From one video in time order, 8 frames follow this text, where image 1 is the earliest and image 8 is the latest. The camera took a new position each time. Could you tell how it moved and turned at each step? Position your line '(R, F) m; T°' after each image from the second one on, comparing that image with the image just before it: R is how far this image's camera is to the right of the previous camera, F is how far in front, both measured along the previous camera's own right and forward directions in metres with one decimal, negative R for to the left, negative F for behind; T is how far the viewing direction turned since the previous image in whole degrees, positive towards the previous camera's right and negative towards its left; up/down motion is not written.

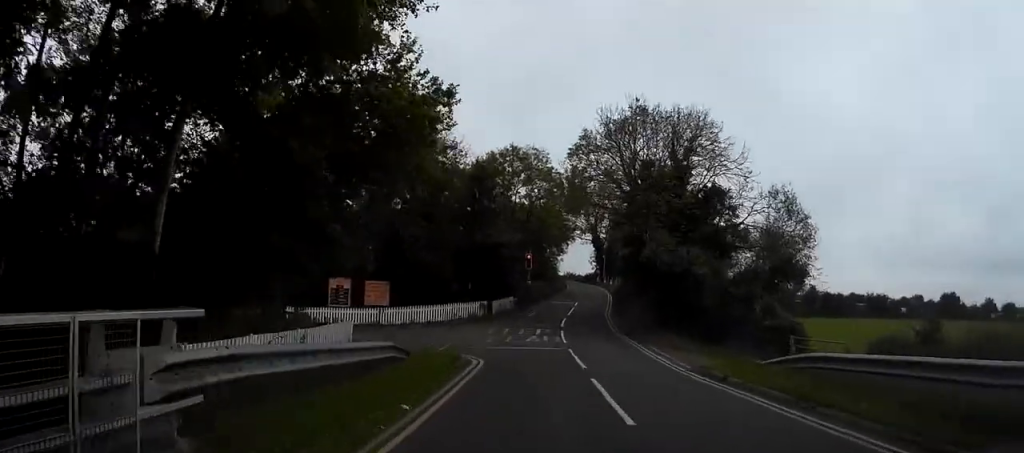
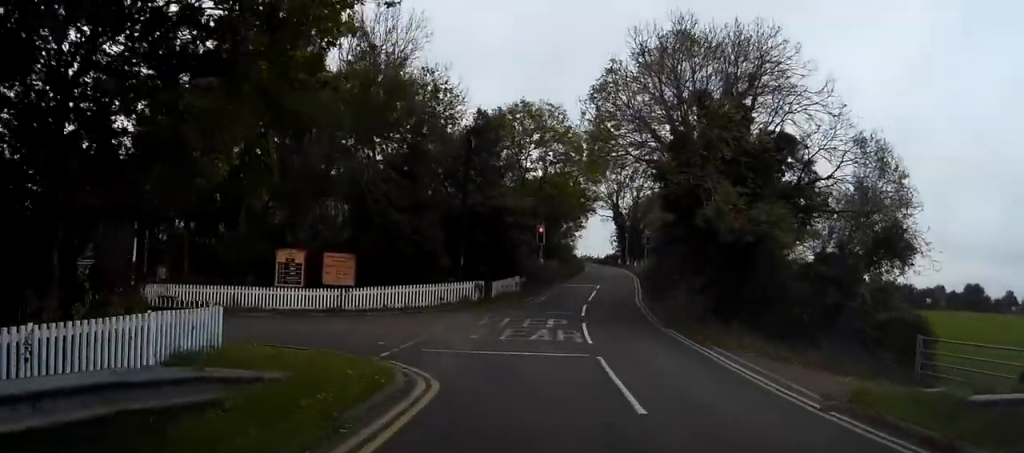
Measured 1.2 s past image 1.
(-0.2, +10.0) m; -4°
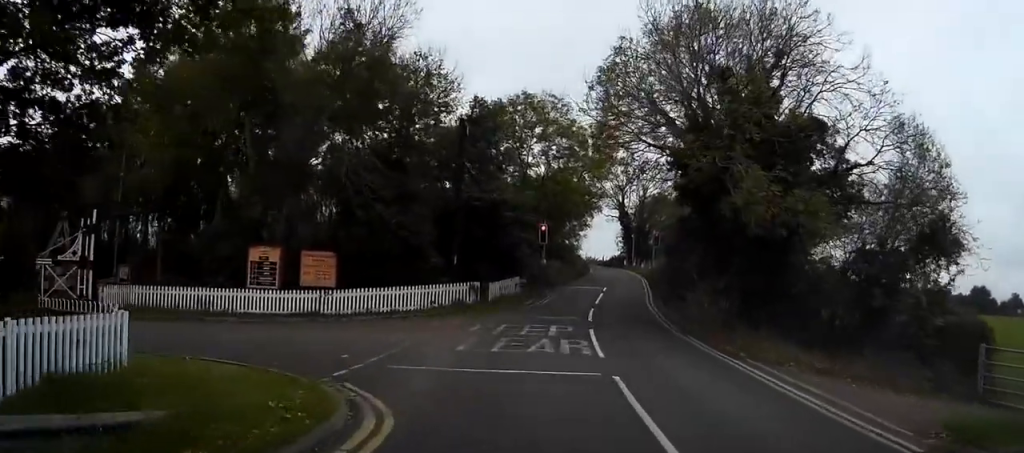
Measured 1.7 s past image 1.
(-0.2, +3.2) m; -5°
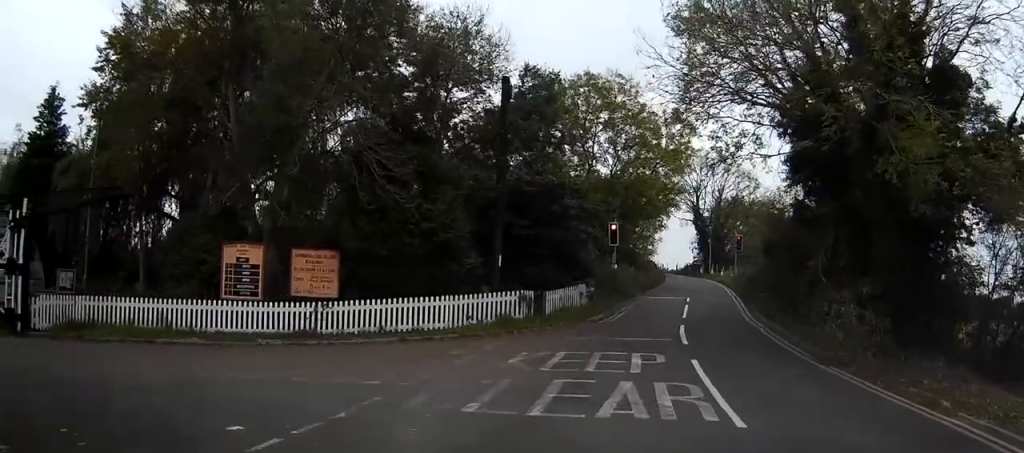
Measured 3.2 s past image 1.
(-1.0, +7.8) m; -13°
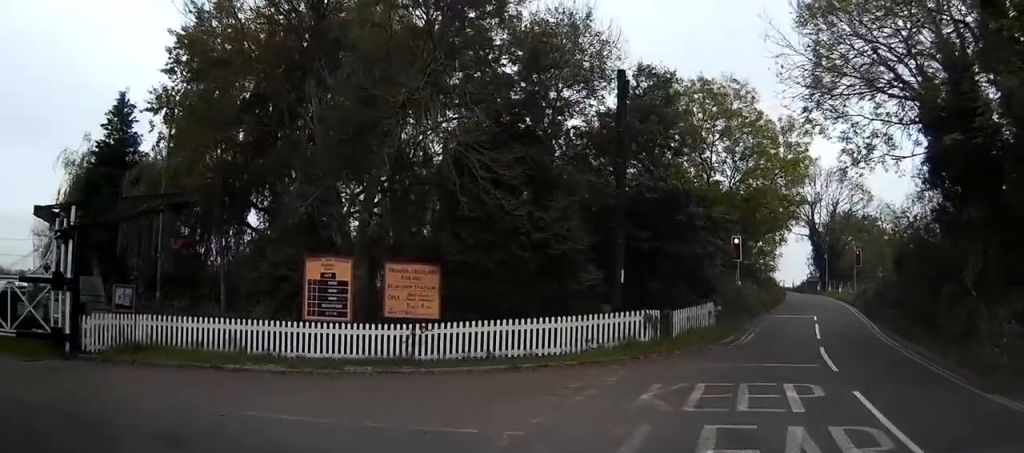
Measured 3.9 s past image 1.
(0.0, +2.5) m; -12°
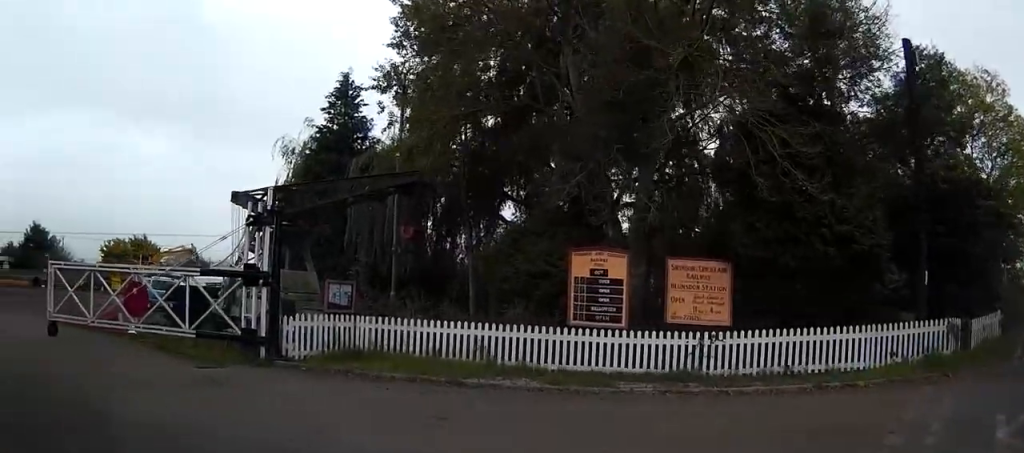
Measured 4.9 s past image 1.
(-0.7, +2.9) m; -18°
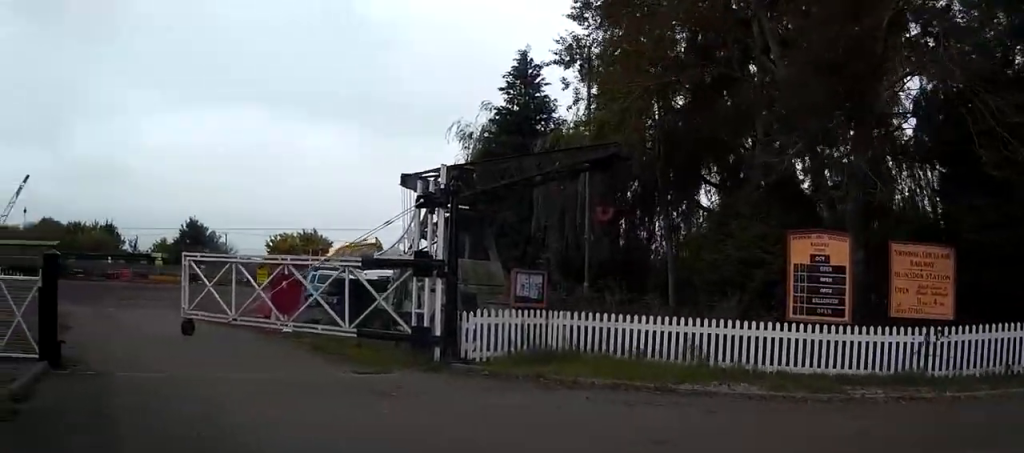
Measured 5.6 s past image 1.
(-0.2, +2.0) m; -5°
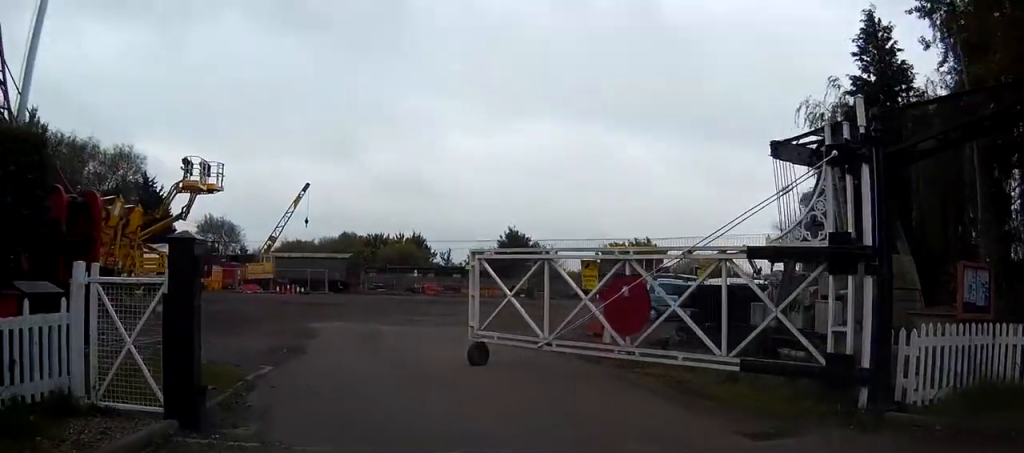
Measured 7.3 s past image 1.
(-0.2, +5.2) m; -16°
